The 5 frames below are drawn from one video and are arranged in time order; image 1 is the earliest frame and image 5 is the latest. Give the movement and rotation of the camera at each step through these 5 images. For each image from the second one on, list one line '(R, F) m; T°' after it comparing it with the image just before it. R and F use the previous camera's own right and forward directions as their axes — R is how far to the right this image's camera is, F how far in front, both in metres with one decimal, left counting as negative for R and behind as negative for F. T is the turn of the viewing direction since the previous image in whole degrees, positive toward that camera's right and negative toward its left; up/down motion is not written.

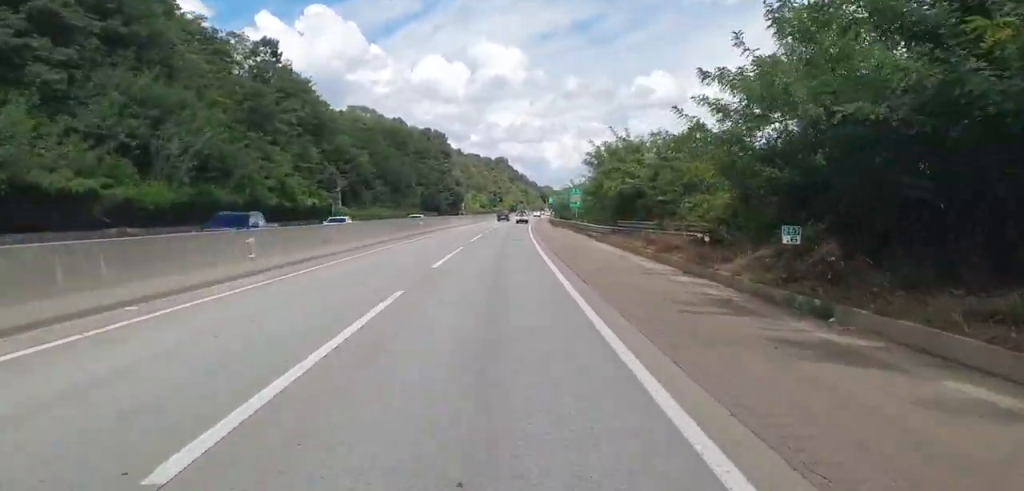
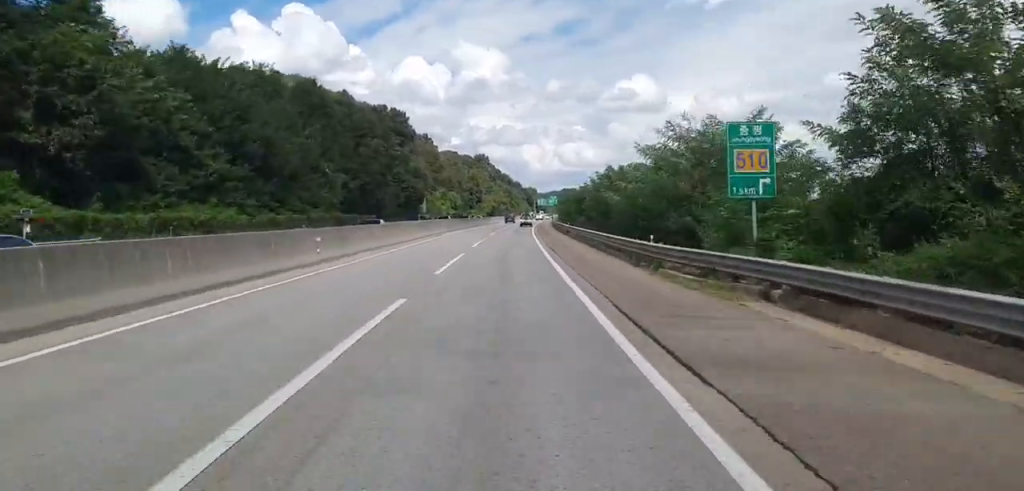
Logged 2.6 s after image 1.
(+0.3, +62.5) m; +2°
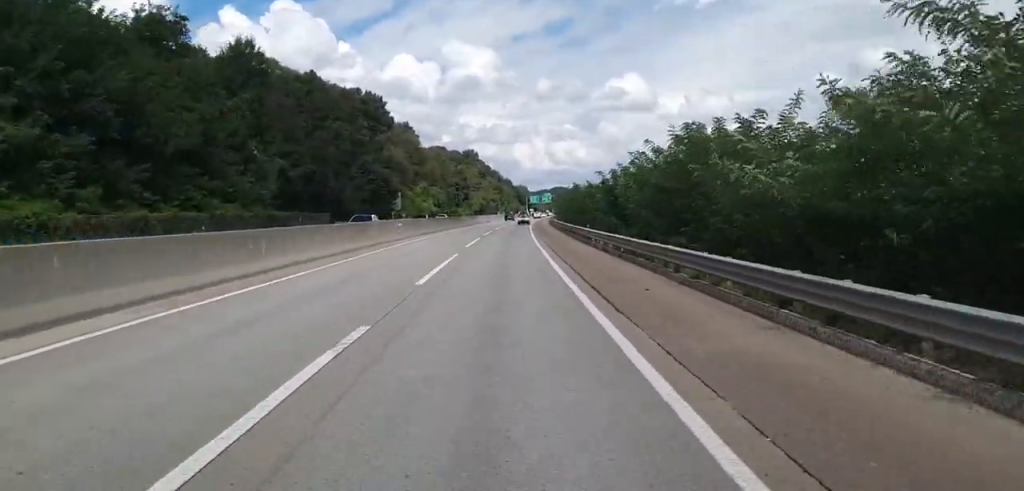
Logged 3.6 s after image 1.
(+0.4, +23.3) m; +1°
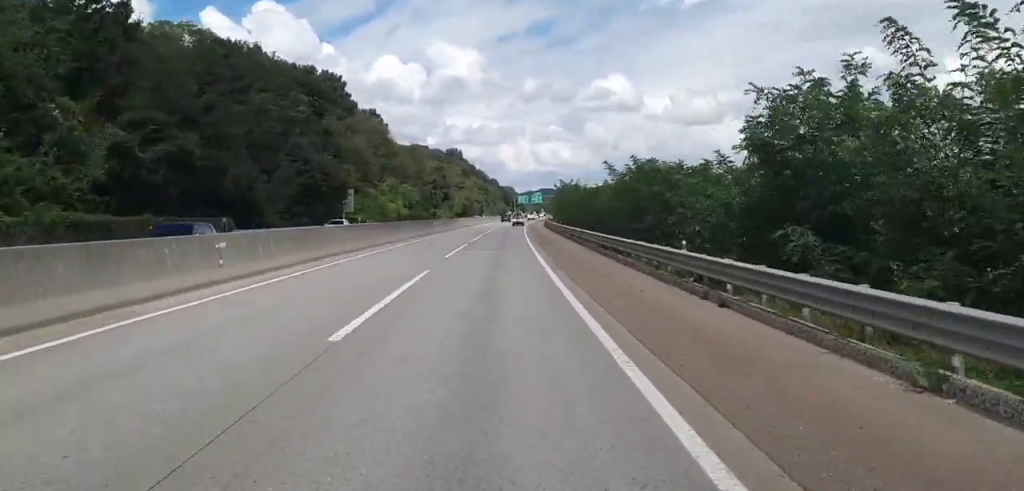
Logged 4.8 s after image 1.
(+0.1, +29.1) m; 0°
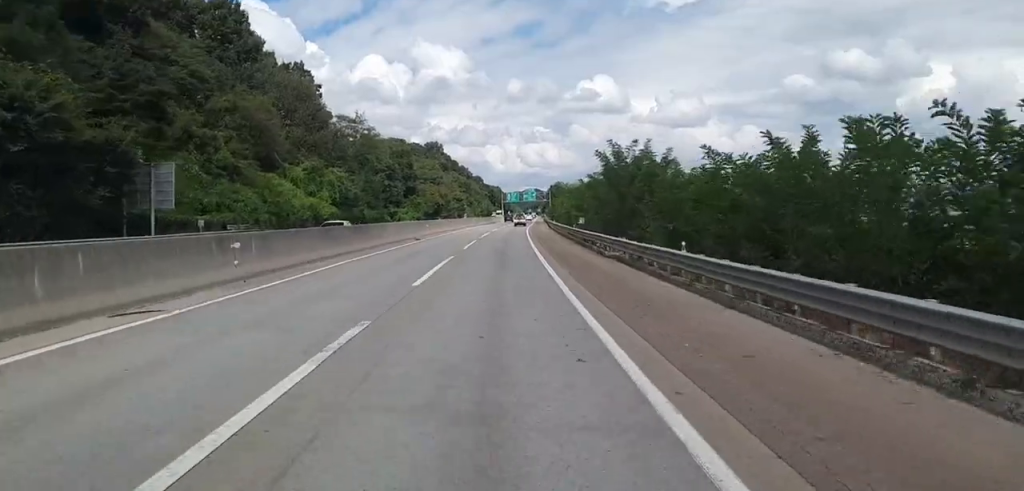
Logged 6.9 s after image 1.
(+0.2, +51.6) m; +2°
